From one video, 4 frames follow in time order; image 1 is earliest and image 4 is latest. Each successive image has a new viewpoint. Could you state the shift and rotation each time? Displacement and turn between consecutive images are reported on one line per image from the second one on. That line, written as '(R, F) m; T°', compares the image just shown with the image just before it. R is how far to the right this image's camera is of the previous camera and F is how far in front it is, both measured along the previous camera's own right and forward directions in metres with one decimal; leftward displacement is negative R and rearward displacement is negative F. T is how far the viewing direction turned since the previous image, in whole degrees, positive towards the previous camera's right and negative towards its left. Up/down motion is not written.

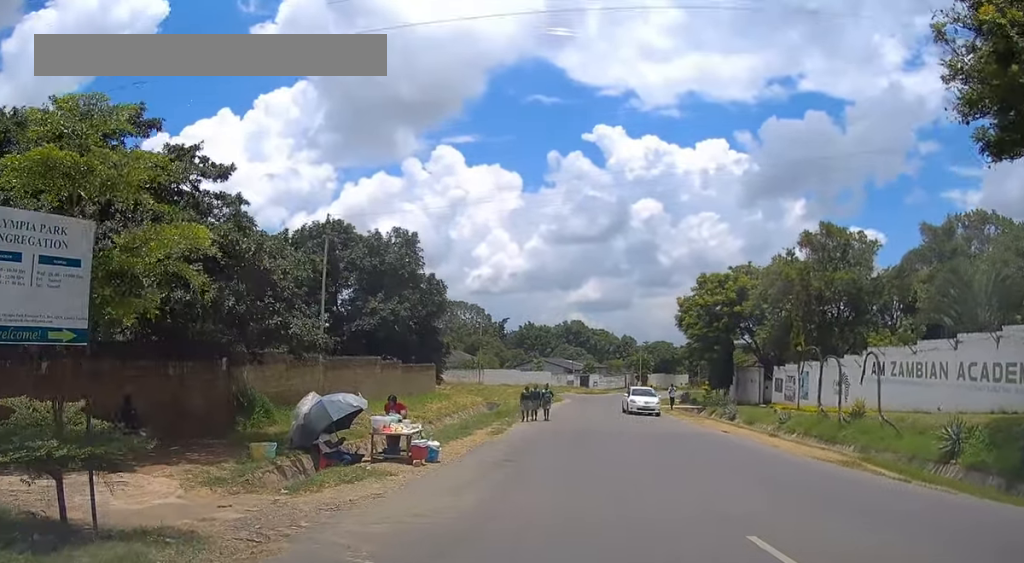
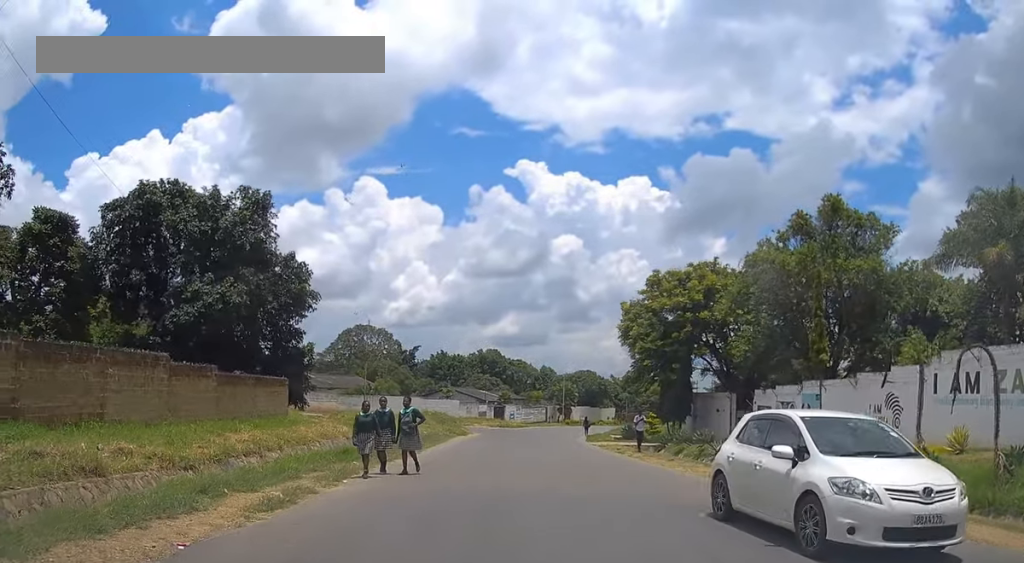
(+0.9, +13.7) m; +5°
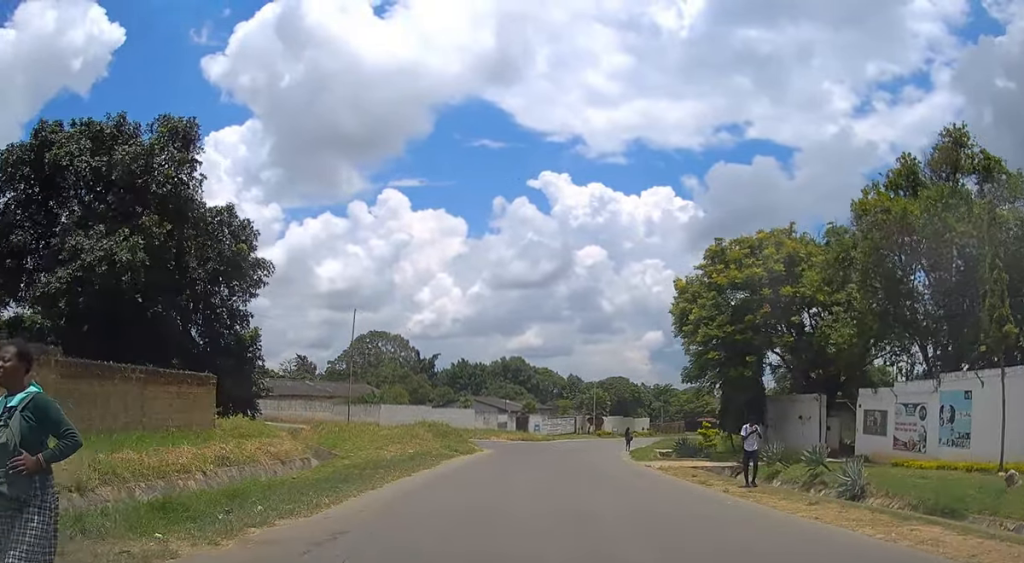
(-0.1, +10.7) m; -1°
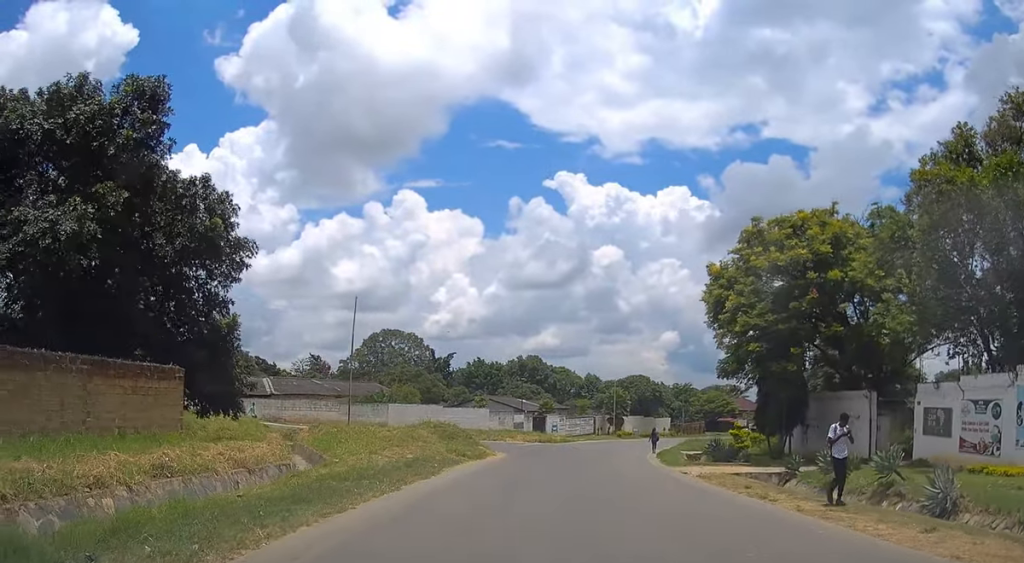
(0.0, +3.6) m; 0°
